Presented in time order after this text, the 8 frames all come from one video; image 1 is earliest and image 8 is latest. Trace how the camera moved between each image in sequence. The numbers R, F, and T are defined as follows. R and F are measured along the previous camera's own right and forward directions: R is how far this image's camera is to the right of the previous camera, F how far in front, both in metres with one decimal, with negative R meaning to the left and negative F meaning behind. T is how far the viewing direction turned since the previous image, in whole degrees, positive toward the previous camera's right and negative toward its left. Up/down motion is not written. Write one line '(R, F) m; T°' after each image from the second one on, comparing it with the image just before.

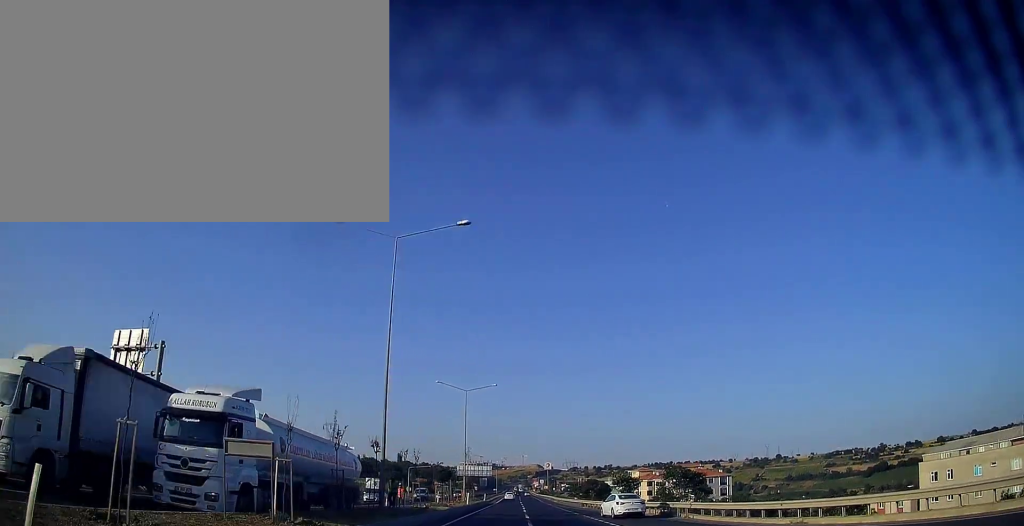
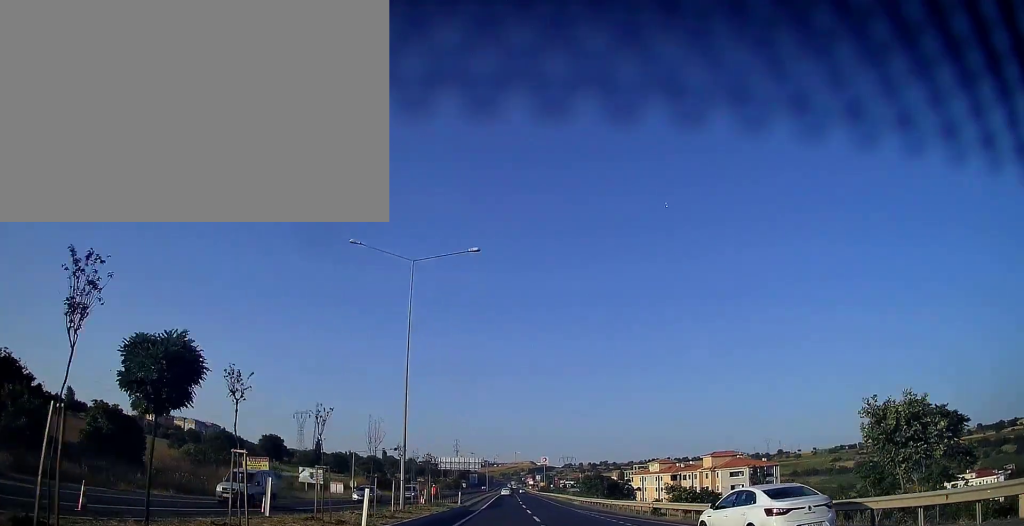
(0.0, +36.6) m; +1°
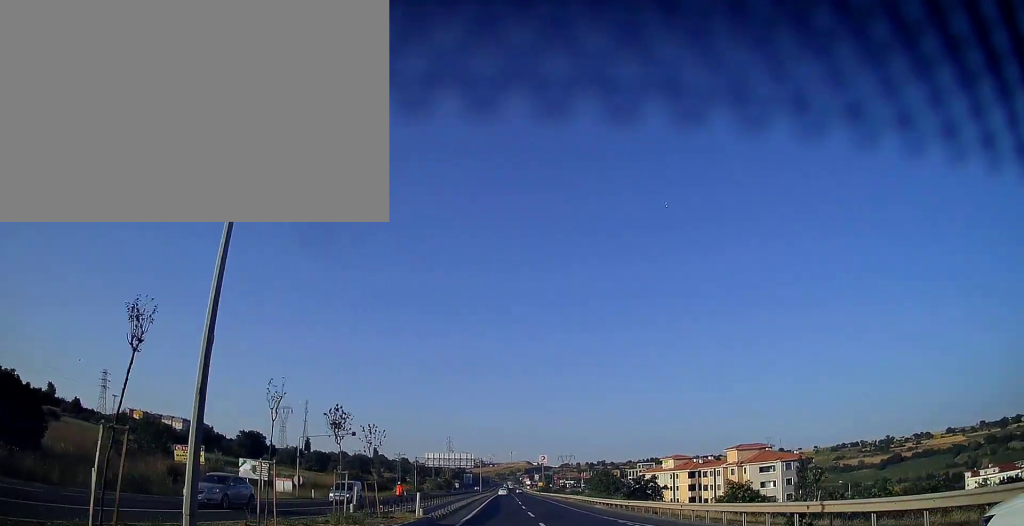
(+0.1, +19.1) m; 0°
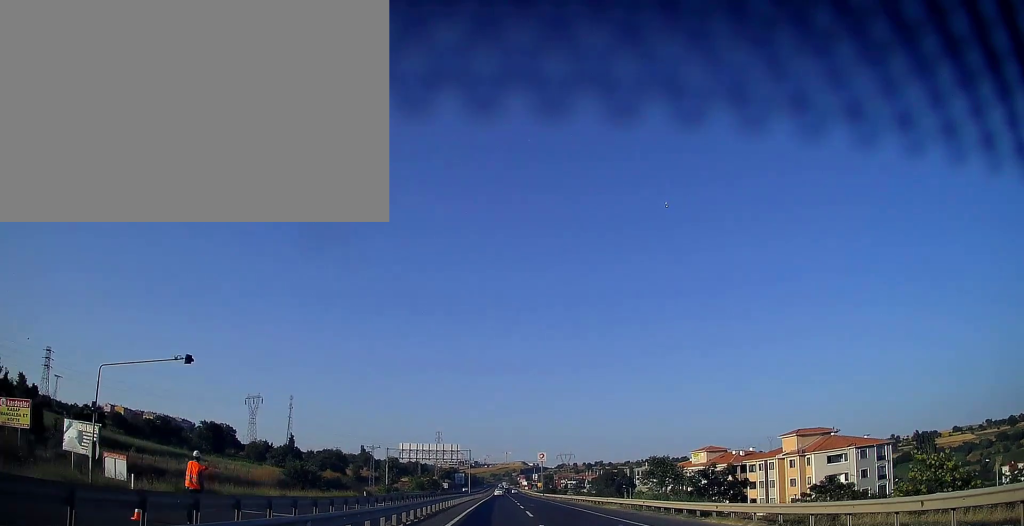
(+0.2, +28.4) m; 0°
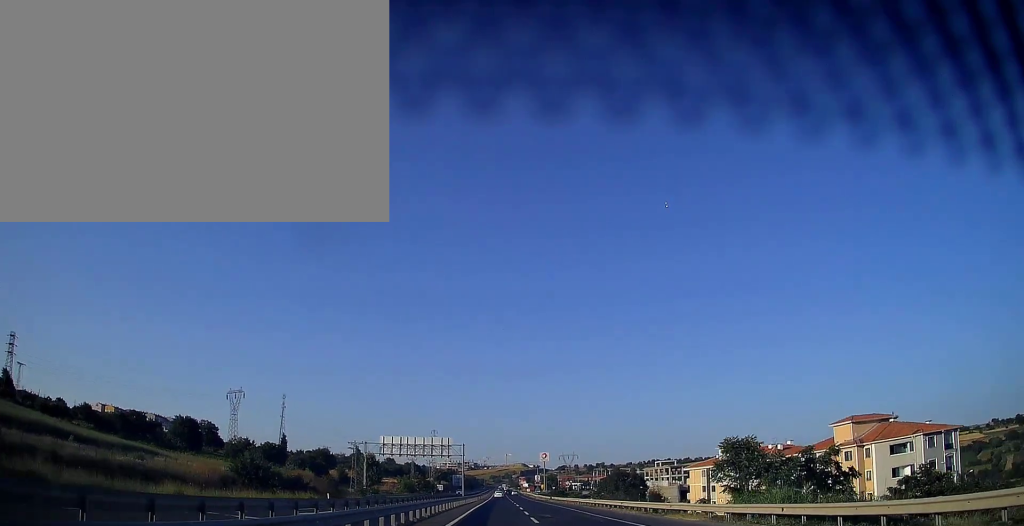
(0.0, +18.5) m; 0°
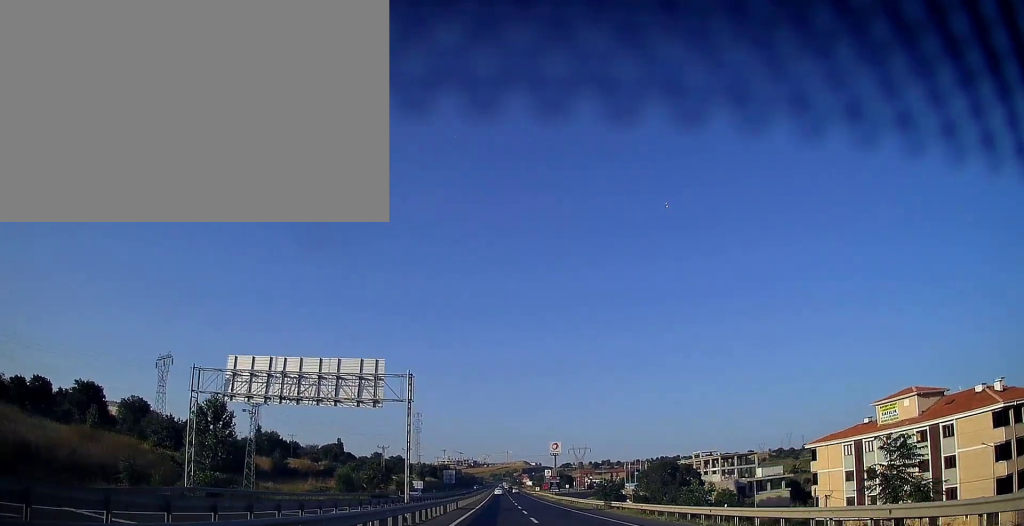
(-0.3, +53.2) m; 0°
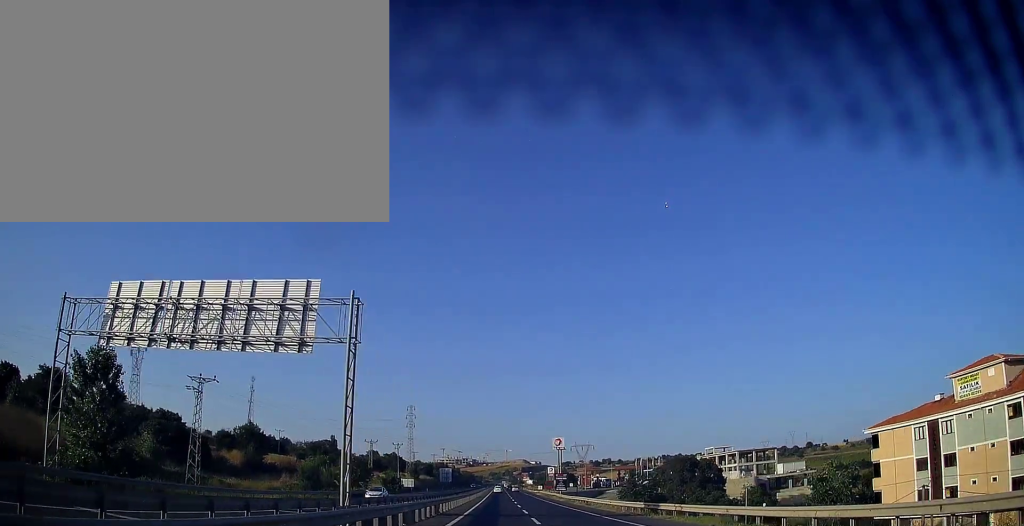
(+0.1, +14.2) m; 0°
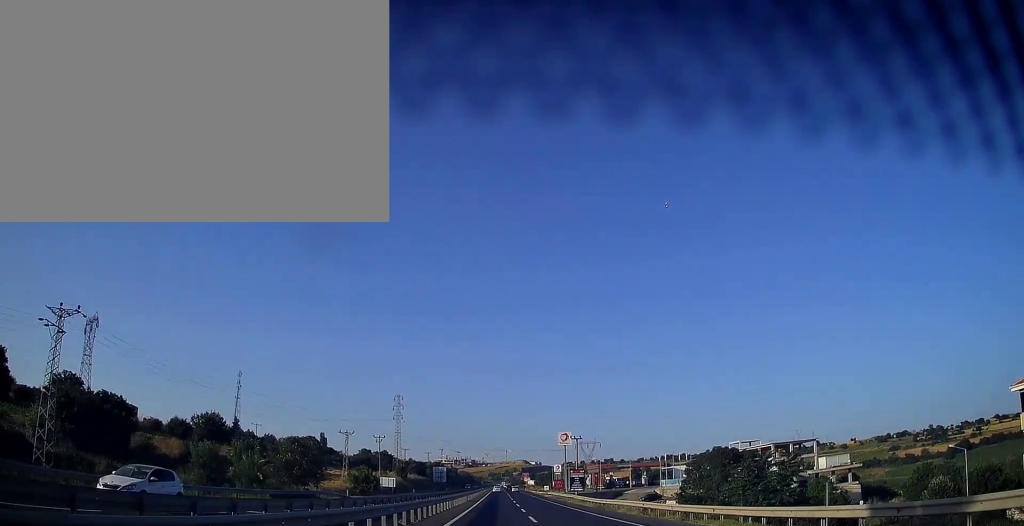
(+0.1, +21.8) m; 0°
